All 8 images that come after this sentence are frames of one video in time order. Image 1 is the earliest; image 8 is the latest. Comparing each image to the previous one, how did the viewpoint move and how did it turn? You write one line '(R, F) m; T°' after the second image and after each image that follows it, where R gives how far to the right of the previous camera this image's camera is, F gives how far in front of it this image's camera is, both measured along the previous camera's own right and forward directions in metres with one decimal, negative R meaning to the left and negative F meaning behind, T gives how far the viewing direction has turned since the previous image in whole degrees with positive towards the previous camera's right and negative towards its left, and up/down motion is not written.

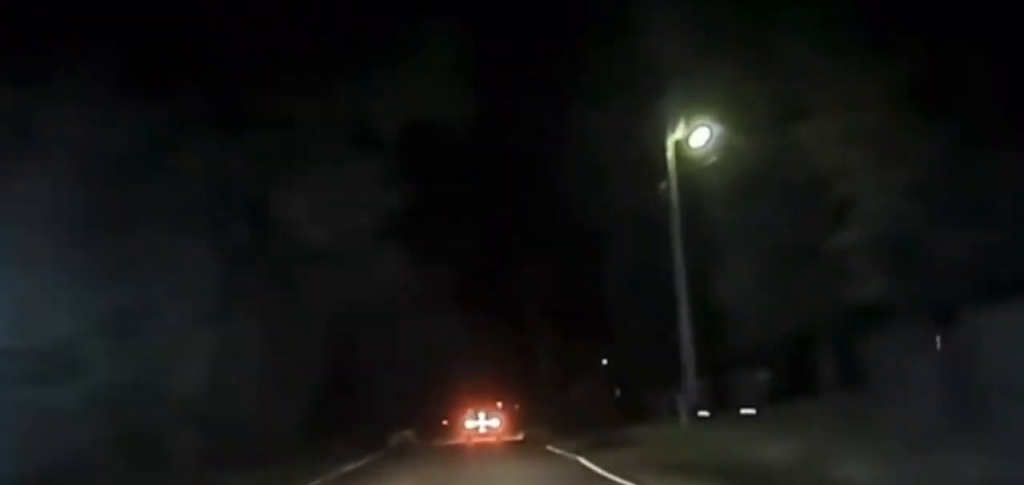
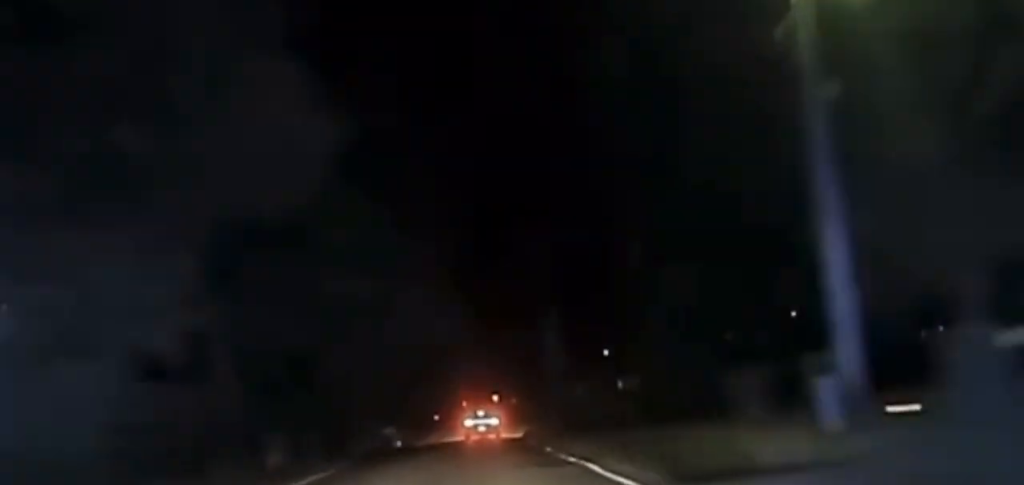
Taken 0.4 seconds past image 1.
(0.0, +14.2) m; 0°
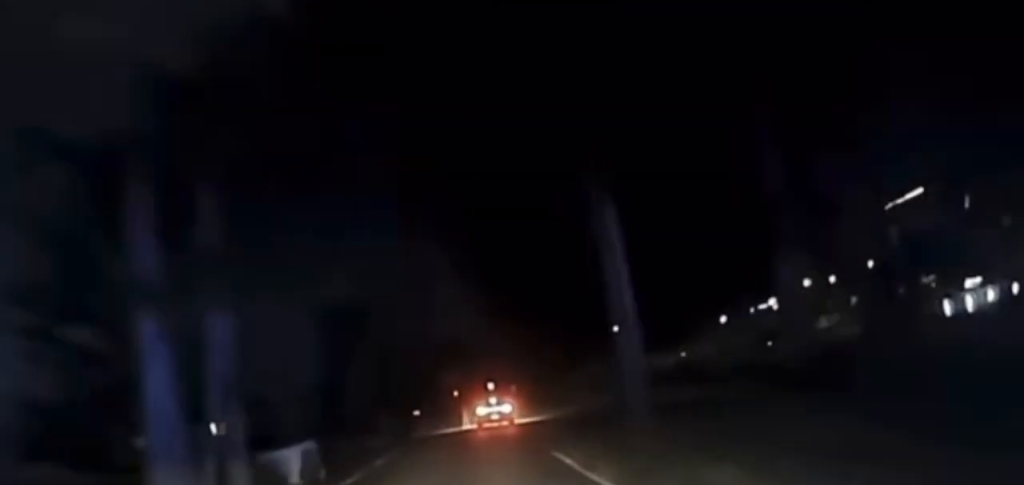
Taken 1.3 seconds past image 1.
(+0.3, +29.2) m; +1°
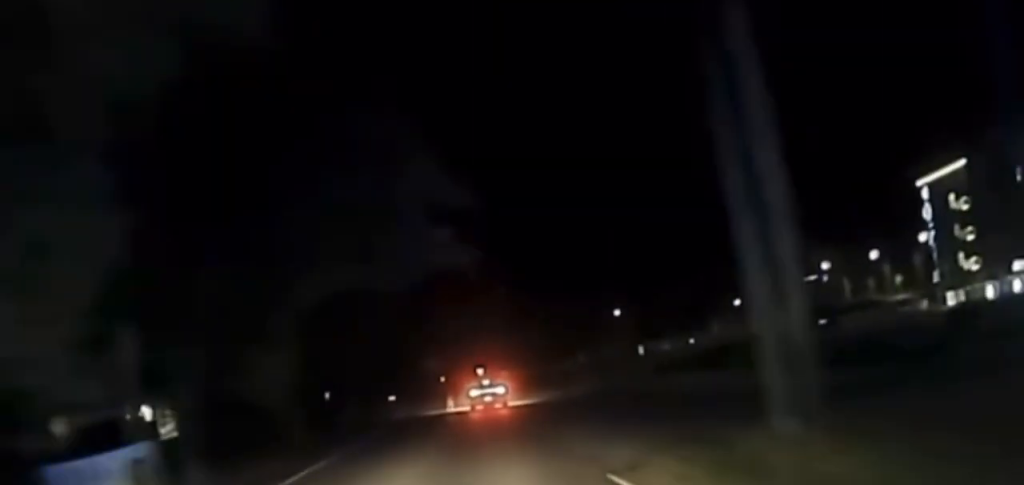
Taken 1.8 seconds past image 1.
(+0.1, +14.9) m; 0°
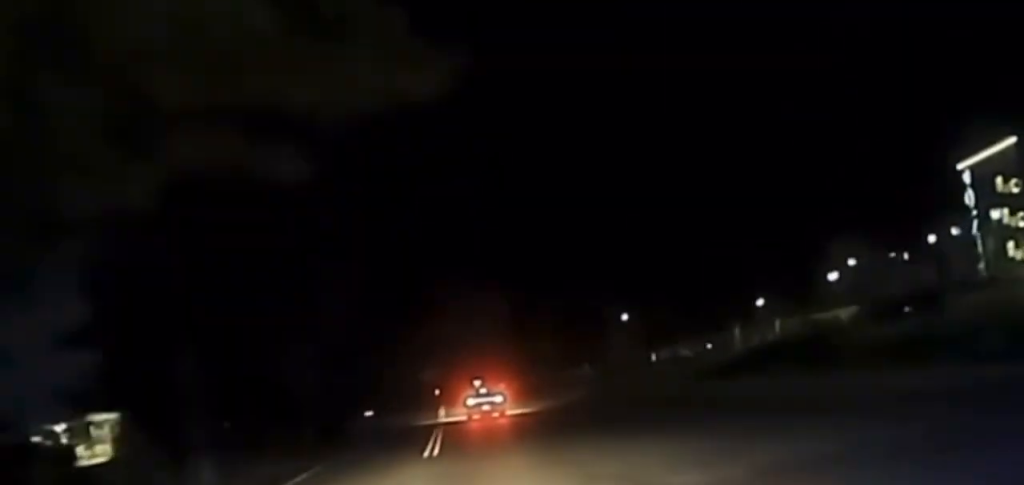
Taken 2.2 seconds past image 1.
(+0.1, +13.9) m; 0°
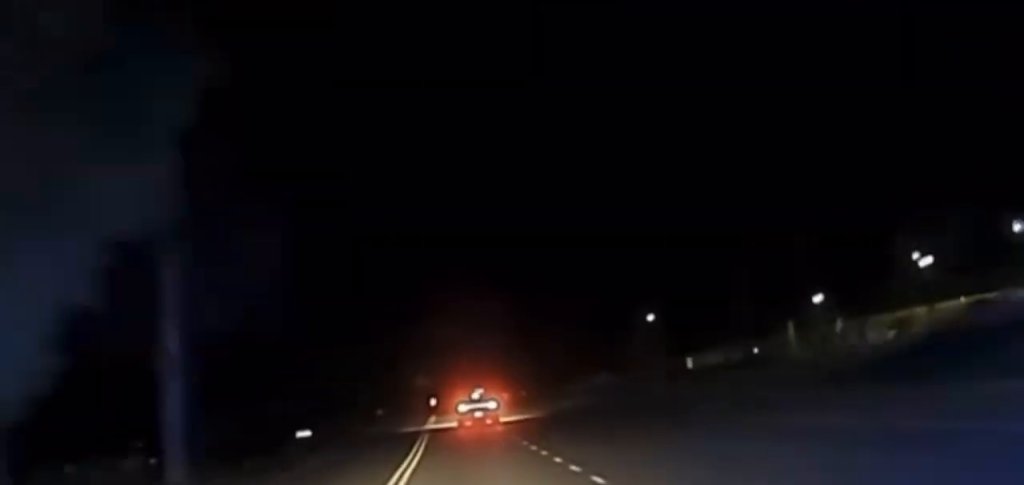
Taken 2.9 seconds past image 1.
(-0.1, +26.7) m; 0°
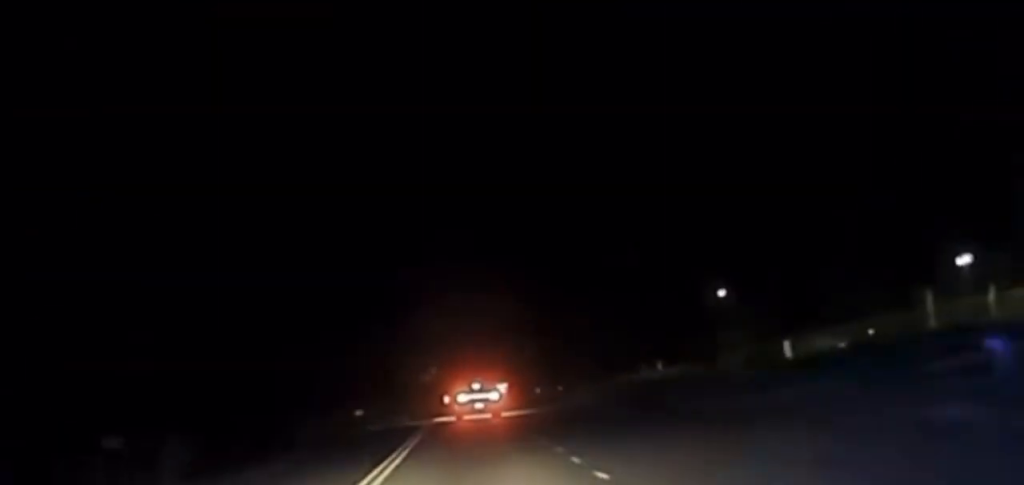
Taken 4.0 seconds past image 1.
(+0.3, +42.4) m; 0°
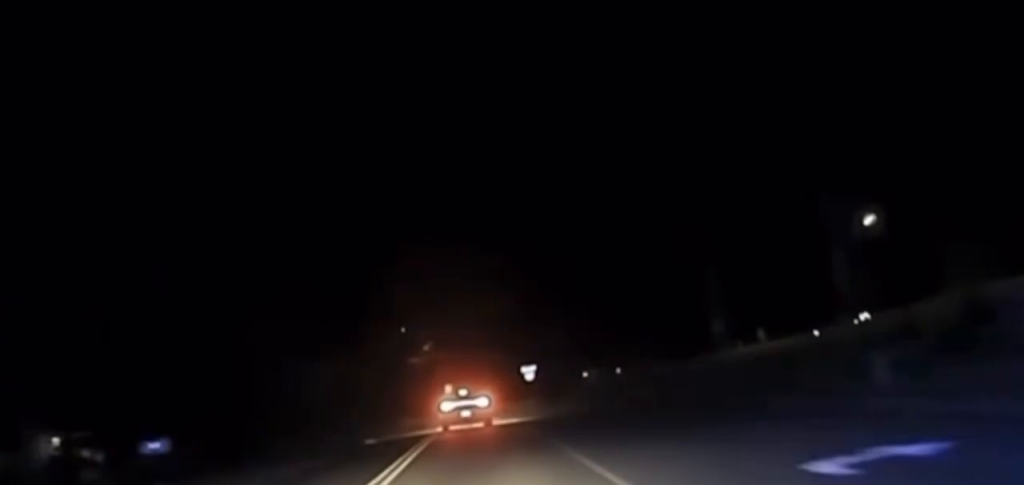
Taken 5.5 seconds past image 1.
(-0.6, +59.3) m; -1°
